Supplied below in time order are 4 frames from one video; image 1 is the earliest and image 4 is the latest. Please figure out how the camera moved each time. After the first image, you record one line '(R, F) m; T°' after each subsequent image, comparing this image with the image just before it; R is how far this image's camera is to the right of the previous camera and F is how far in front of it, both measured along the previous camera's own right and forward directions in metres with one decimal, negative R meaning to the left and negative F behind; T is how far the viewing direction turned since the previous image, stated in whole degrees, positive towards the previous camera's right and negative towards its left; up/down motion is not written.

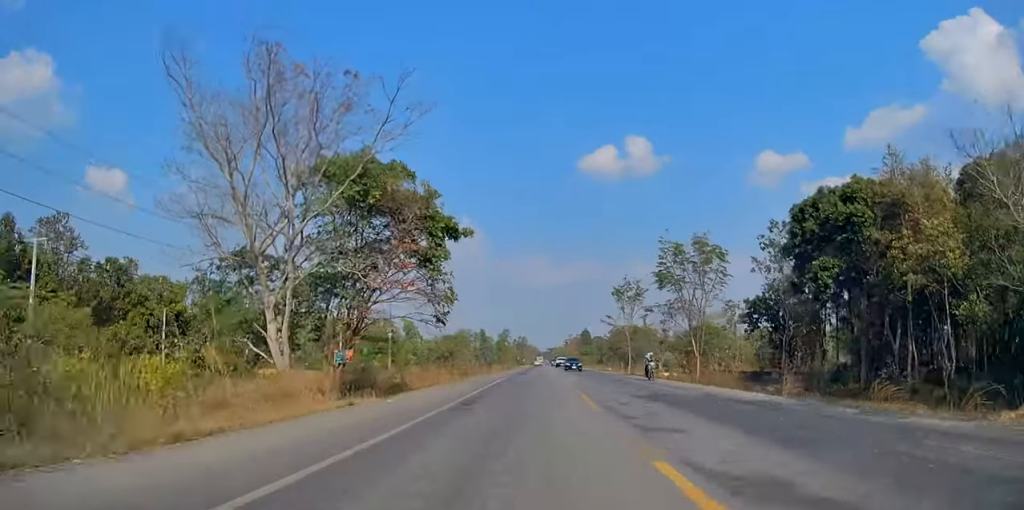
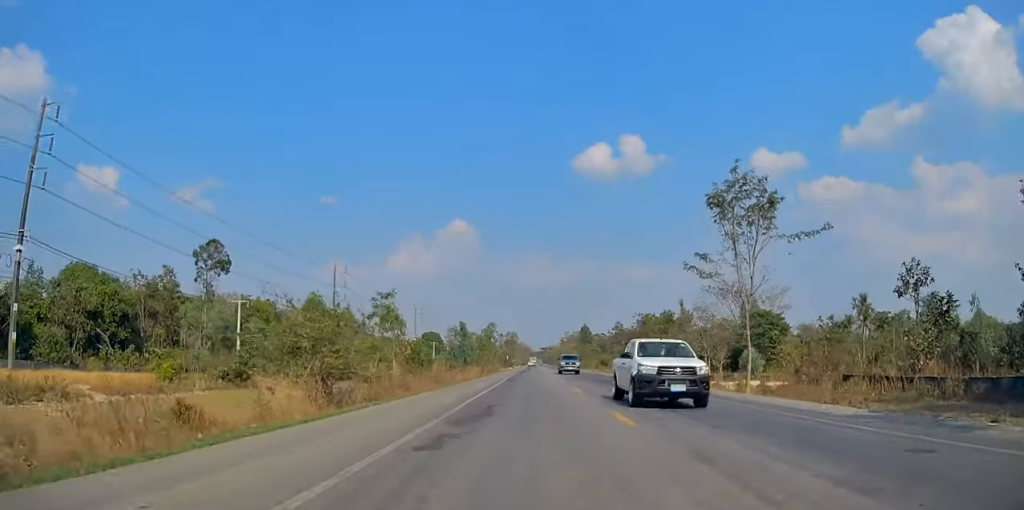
(-0.5, +41.0) m; 0°
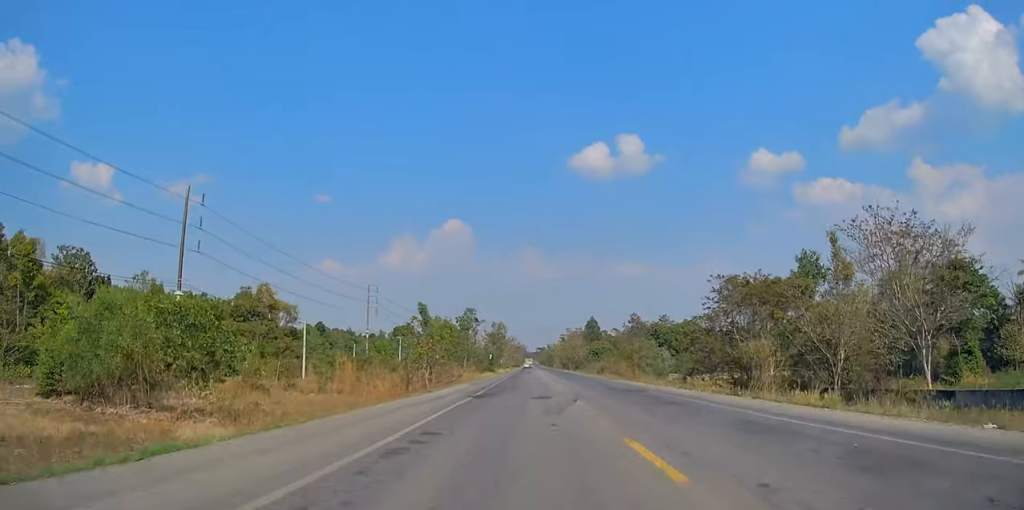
(0.0, +54.2) m; 0°
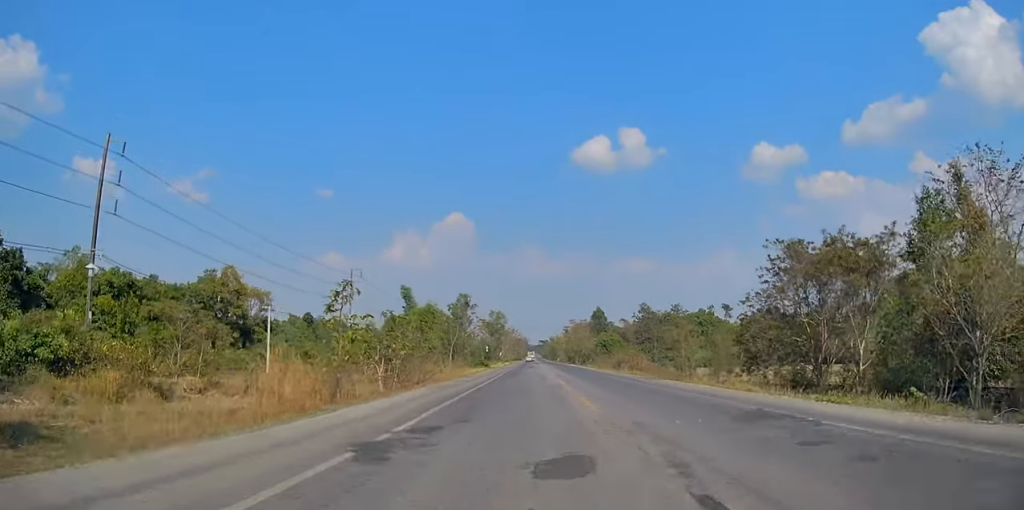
(+0.2, +16.3) m; 0°
